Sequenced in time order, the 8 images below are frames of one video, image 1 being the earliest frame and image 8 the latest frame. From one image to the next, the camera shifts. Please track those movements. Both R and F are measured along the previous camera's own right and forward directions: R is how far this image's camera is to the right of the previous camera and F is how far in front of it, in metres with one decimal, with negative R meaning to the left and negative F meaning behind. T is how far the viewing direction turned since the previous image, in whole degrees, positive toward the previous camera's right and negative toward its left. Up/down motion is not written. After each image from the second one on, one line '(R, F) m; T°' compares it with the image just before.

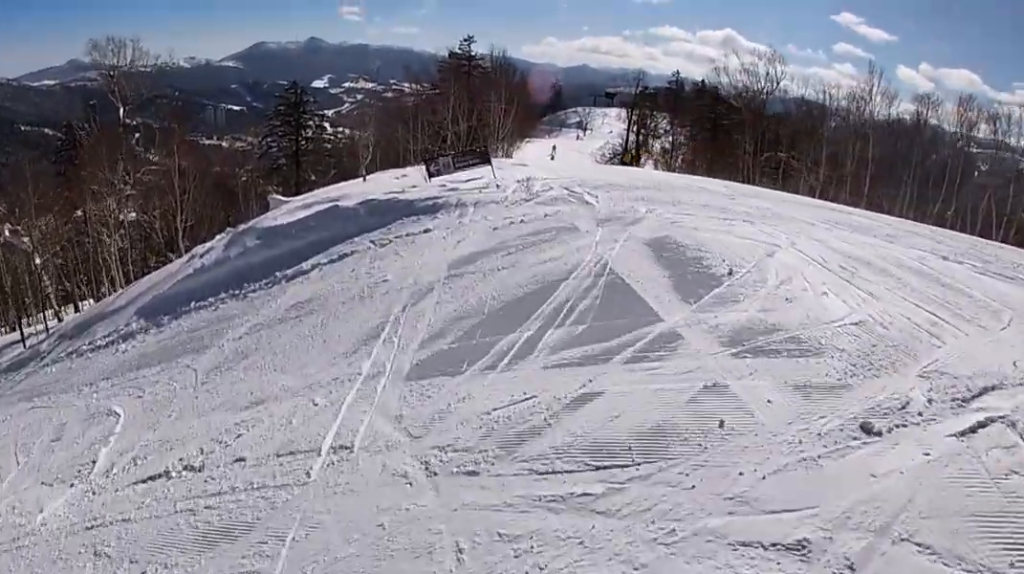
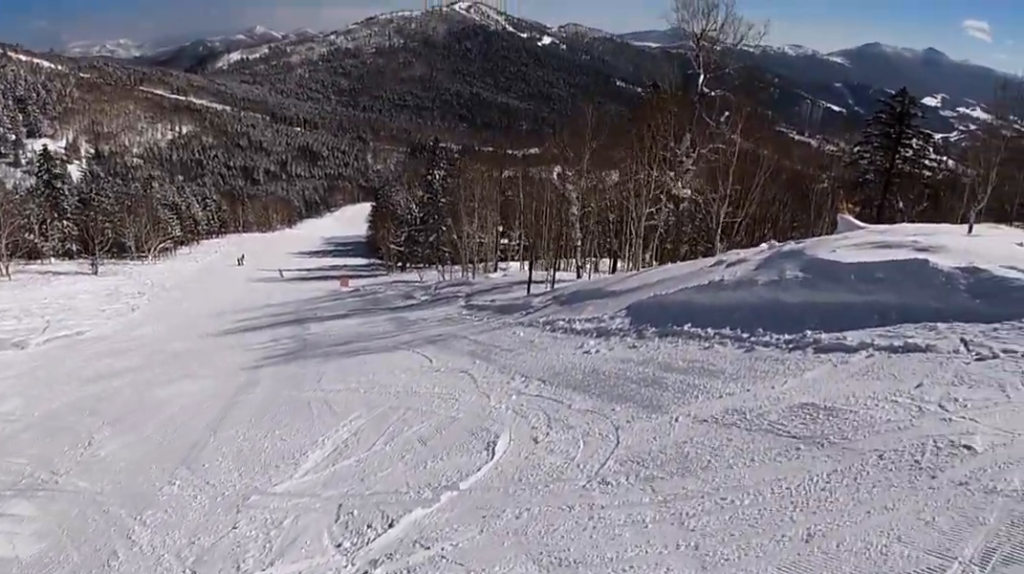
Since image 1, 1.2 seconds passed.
(-1.5, +4.4) m; -44°
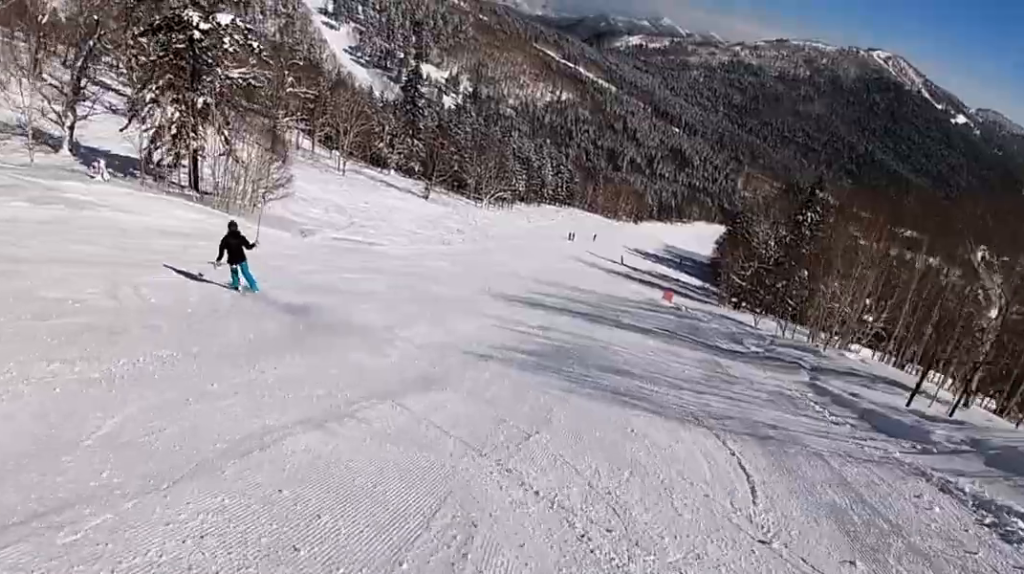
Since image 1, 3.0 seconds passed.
(-2.7, +10.7) m; -7°
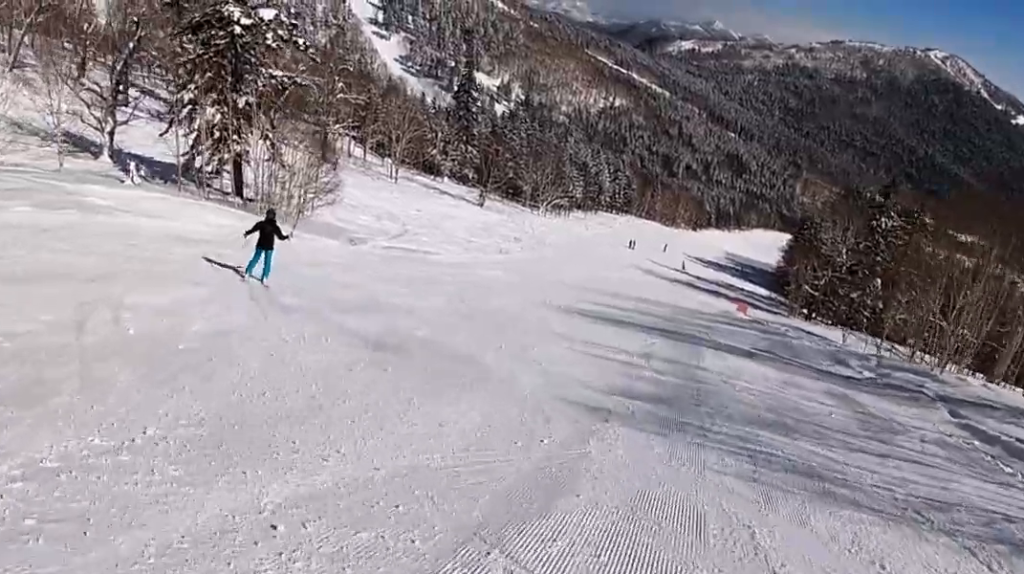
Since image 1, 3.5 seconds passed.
(+0.3, +4.4) m; +4°
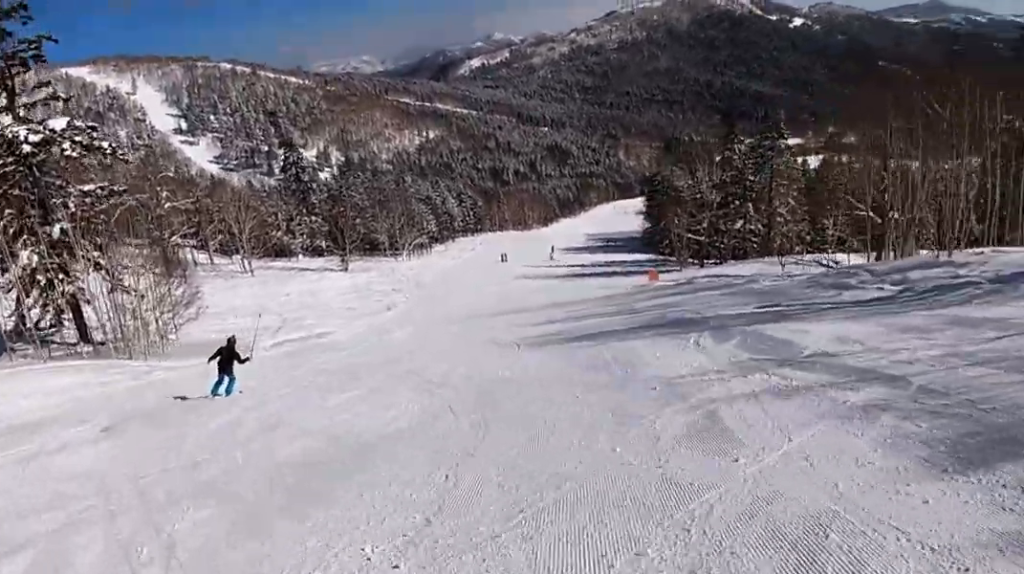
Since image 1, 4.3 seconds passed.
(+0.5, +7.9) m; +6°
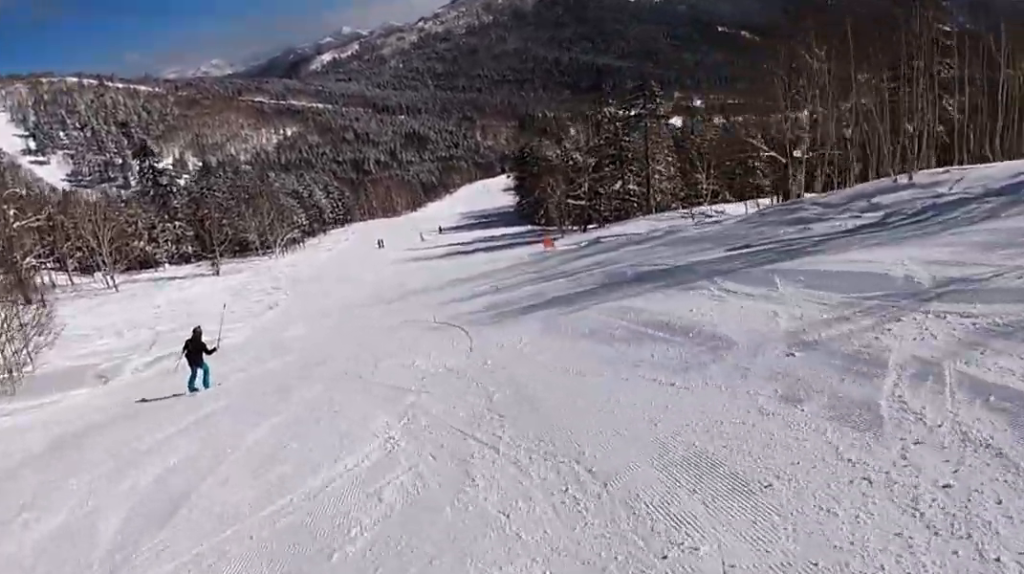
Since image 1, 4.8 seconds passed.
(+0.2, +5.7) m; +1°
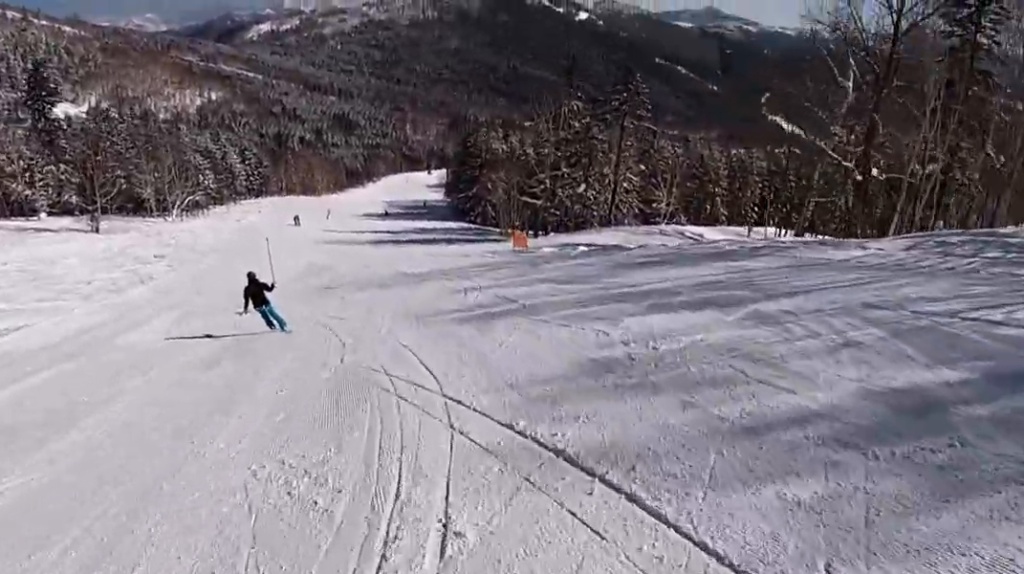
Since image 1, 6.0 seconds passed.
(+0.2, +15.4) m; -11°
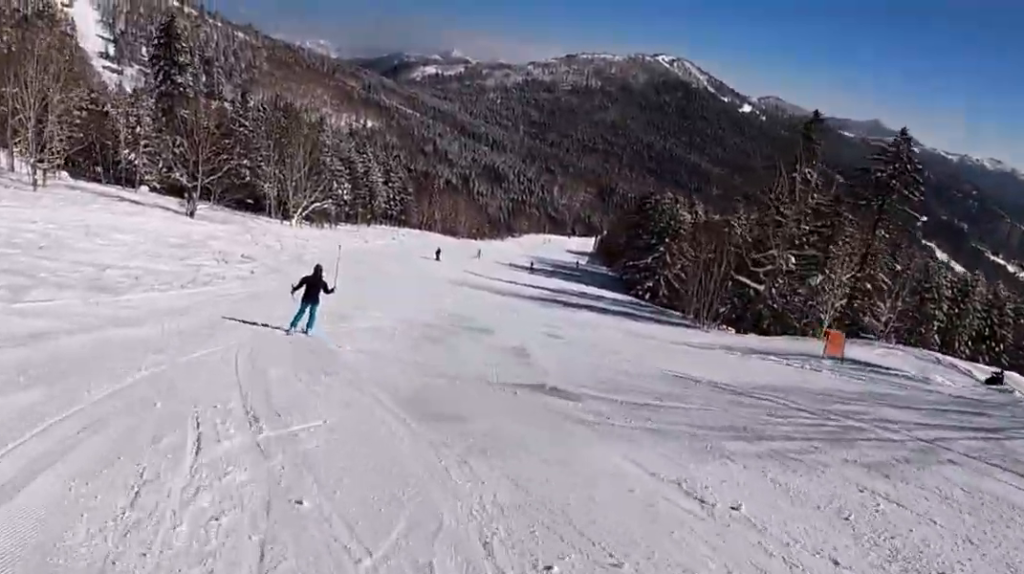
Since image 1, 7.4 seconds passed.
(-4.8, +6.4) m; -52°
